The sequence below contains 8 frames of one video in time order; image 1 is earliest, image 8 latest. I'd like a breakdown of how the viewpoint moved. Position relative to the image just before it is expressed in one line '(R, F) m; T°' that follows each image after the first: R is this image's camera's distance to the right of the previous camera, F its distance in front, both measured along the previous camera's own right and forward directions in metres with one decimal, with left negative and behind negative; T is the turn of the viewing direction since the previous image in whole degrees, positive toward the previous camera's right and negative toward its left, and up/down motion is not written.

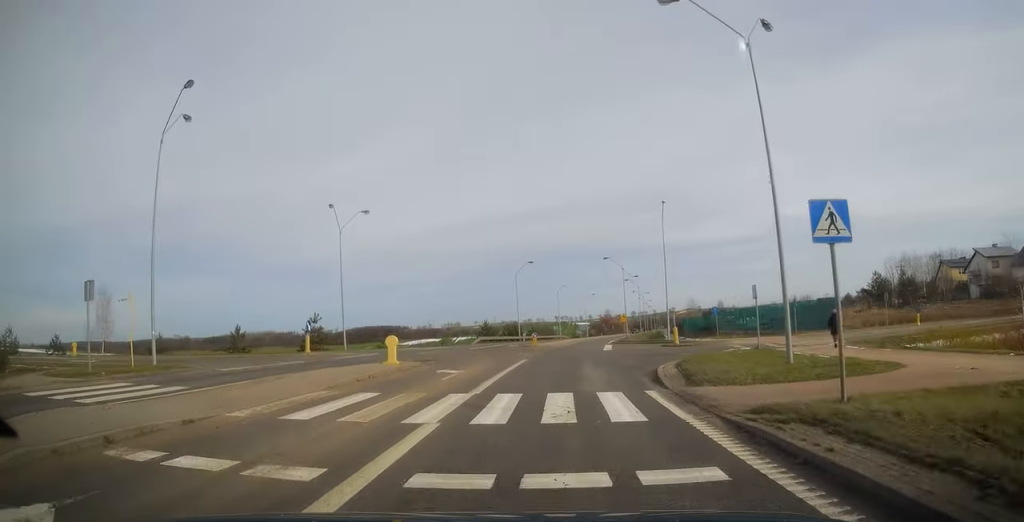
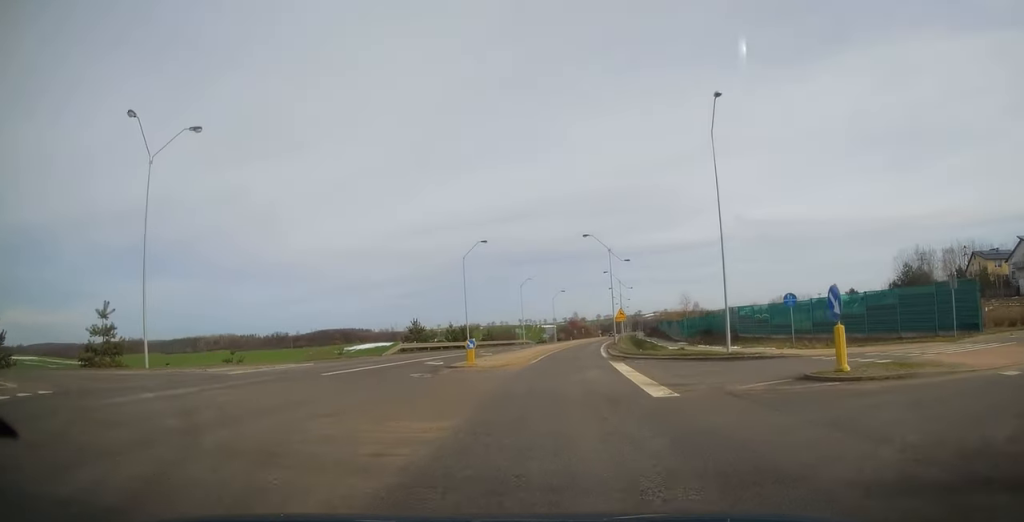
(+0.2, +24.5) m; +2°
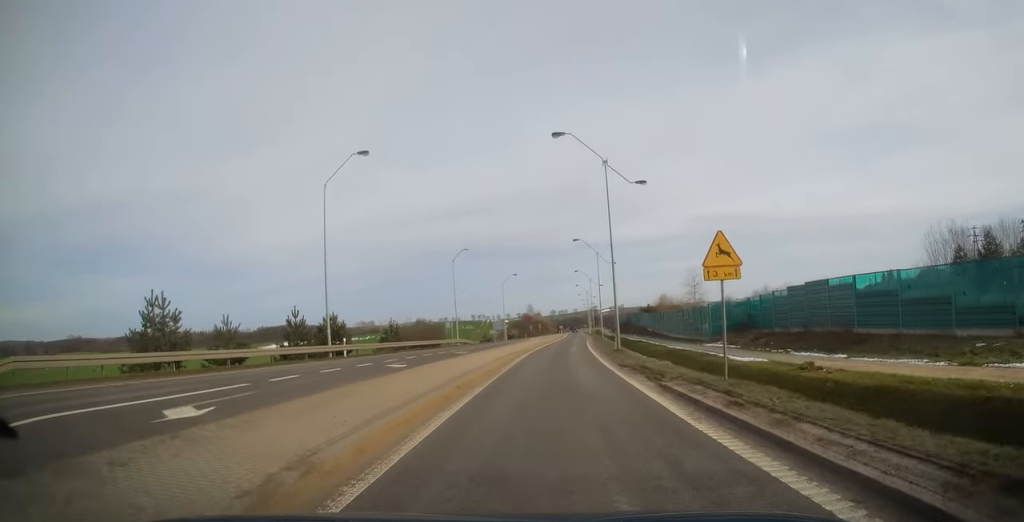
(+1.8, +33.6) m; +6°
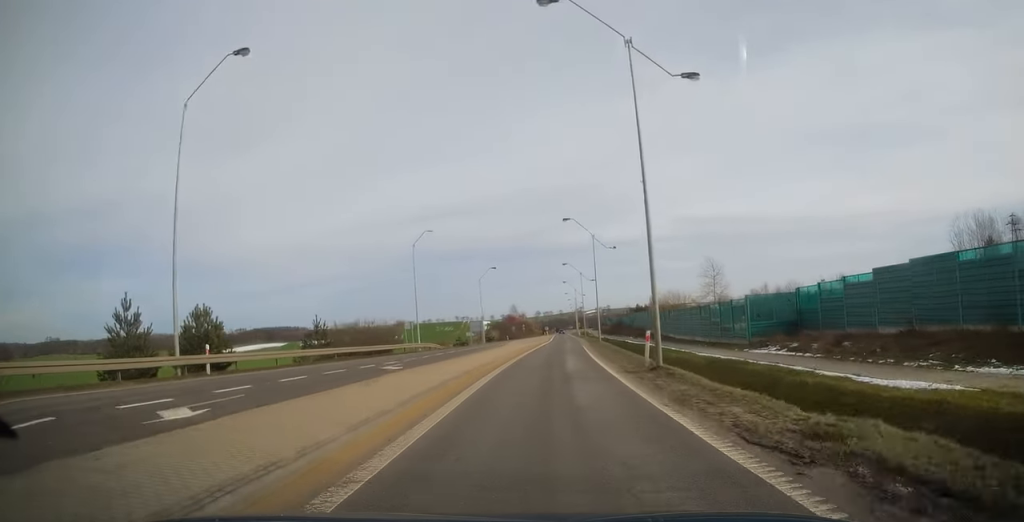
(+0.3, +14.7) m; +2°
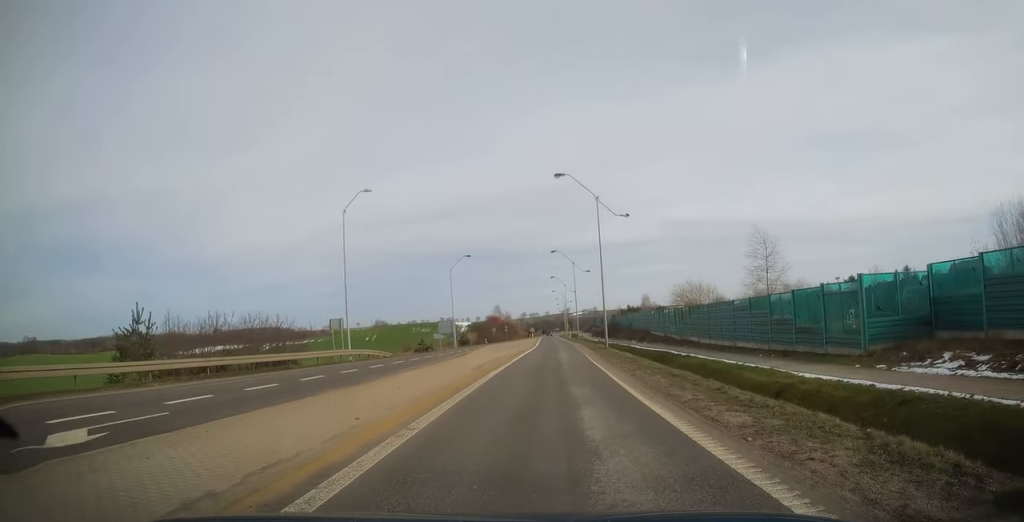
(+0.4, +17.6) m; 0°
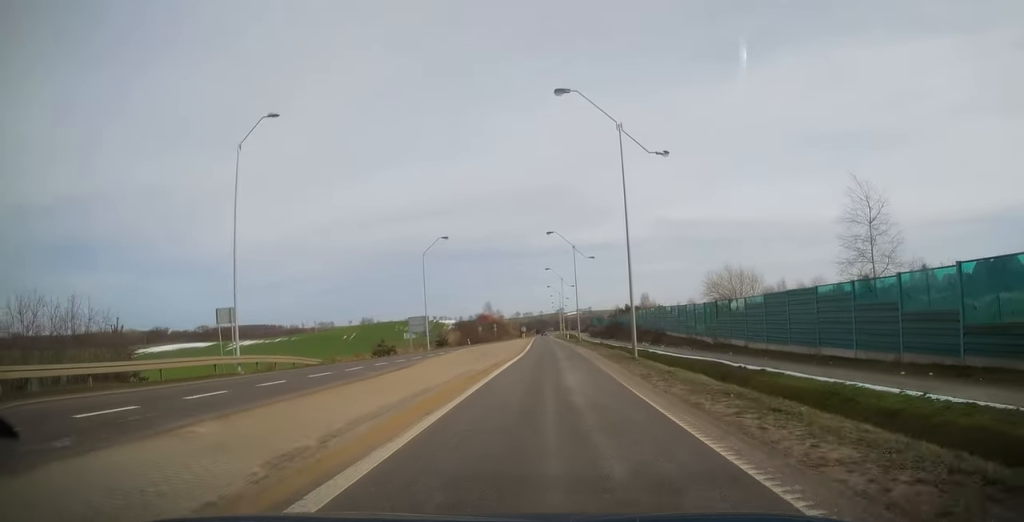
(-0.3, +15.1) m; +1°
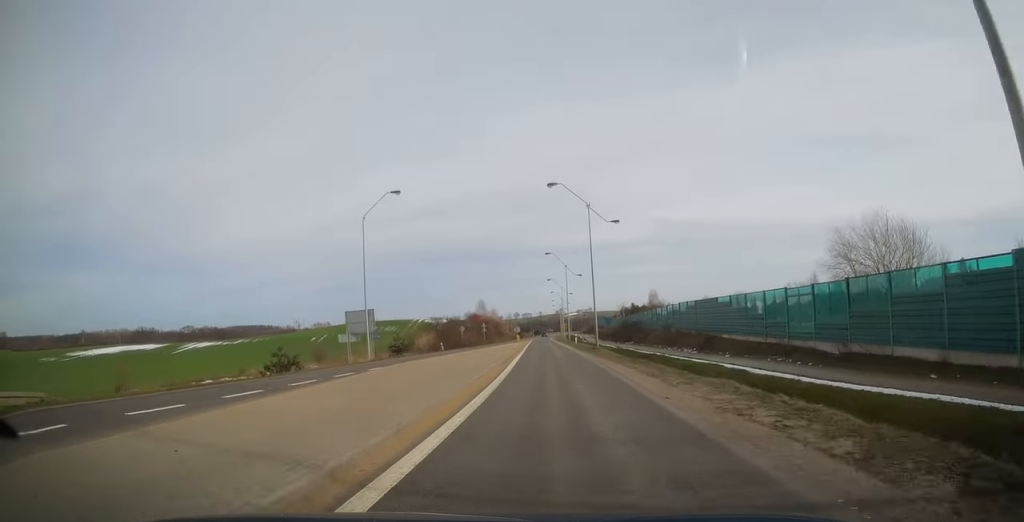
(+0.5, +22.4) m; +1°
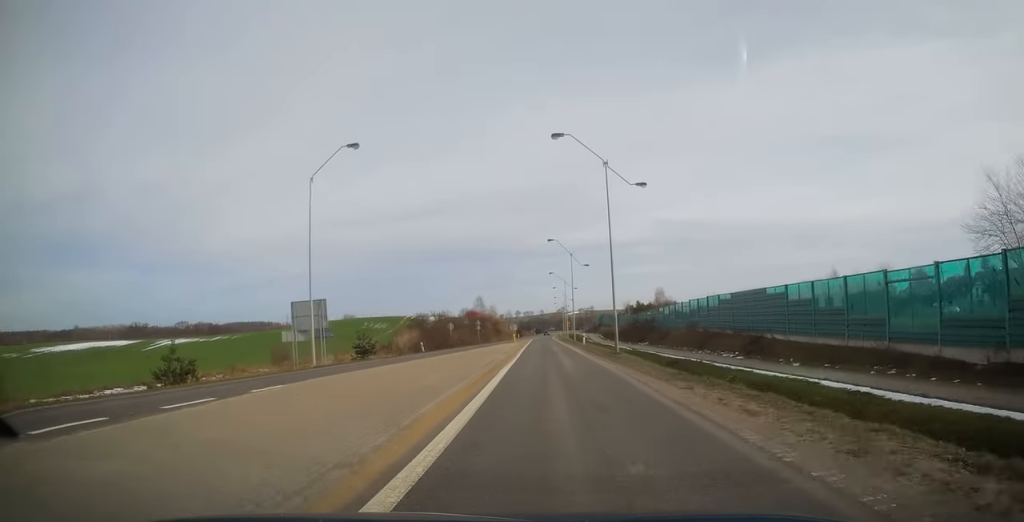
(+0.1, +11.0) m; 0°
